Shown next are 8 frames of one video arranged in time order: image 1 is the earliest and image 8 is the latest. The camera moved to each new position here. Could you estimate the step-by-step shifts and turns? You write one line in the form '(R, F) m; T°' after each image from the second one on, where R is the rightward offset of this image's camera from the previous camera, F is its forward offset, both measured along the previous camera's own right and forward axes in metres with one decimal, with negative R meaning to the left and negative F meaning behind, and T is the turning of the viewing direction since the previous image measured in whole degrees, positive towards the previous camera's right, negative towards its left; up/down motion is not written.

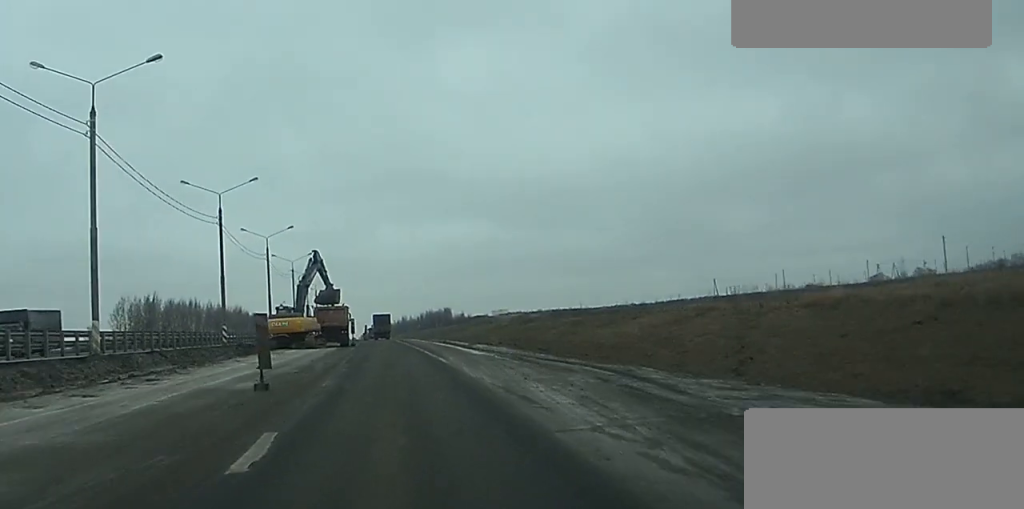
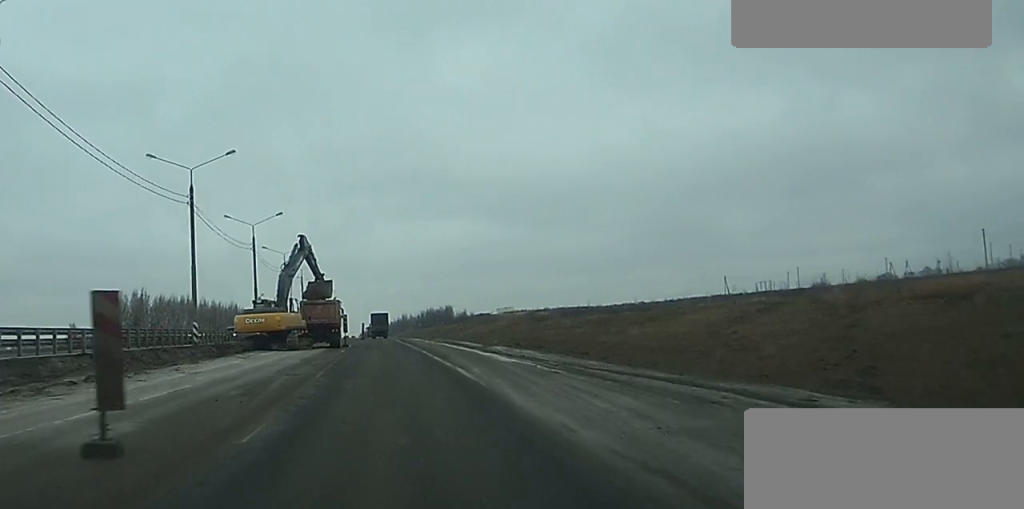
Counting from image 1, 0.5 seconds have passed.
(0.0, +12.4) m; 0°
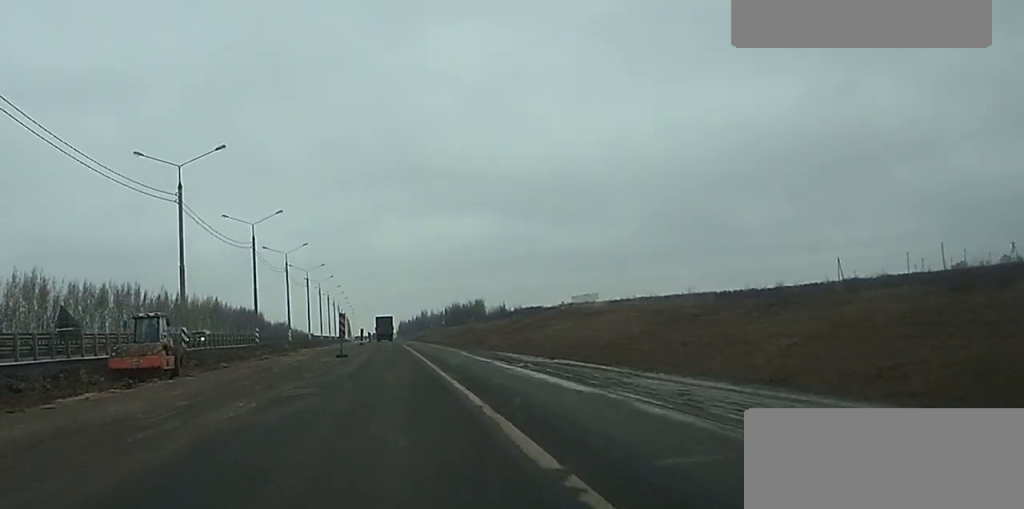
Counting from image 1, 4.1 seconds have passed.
(-0.7, +73.2) m; -1°
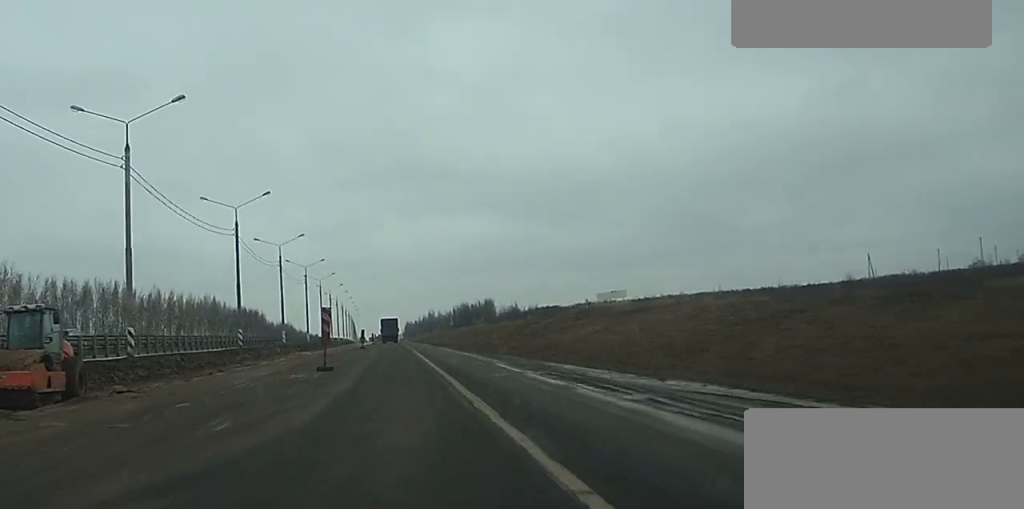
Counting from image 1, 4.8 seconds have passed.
(0.0, +13.1) m; 0°
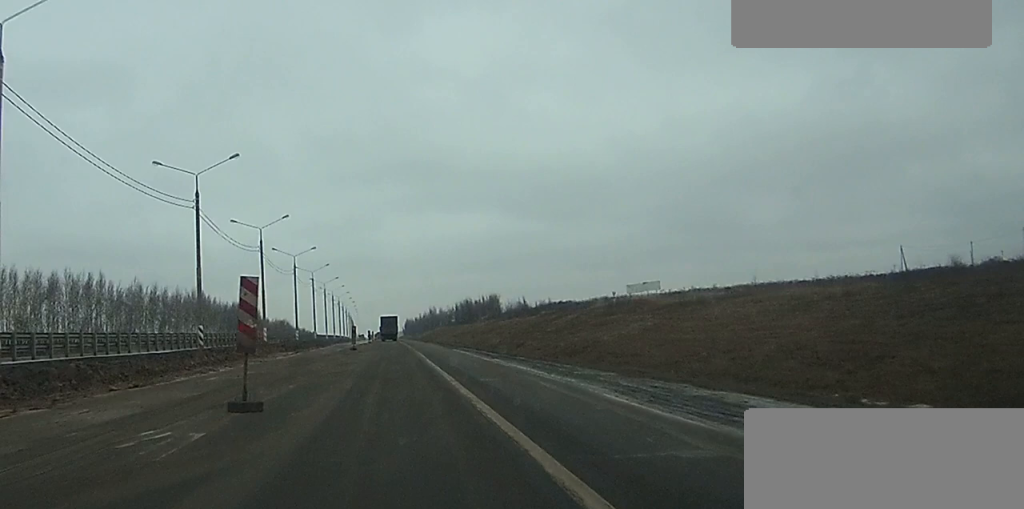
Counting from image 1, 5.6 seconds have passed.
(-0.1, +15.8) m; 0°
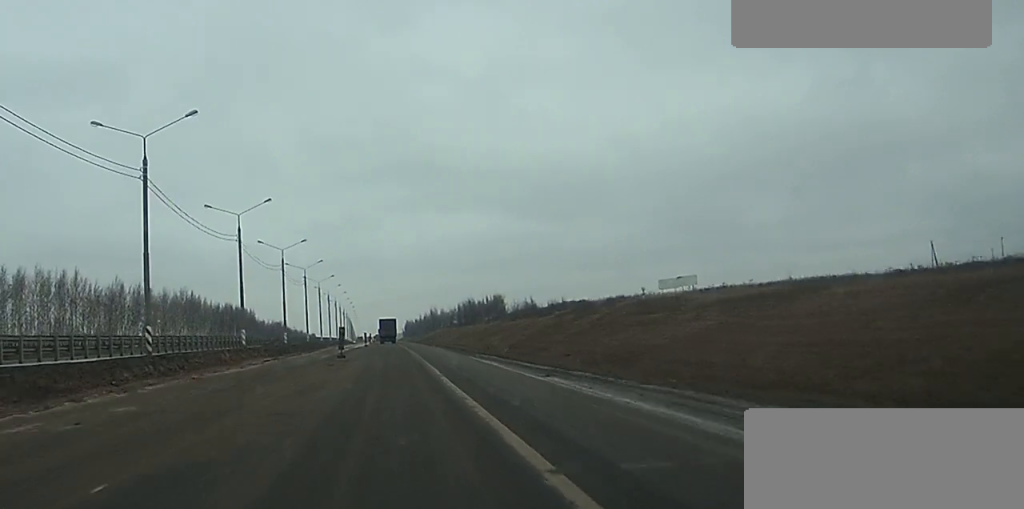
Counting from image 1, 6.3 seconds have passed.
(0.0, +13.3) m; 0°
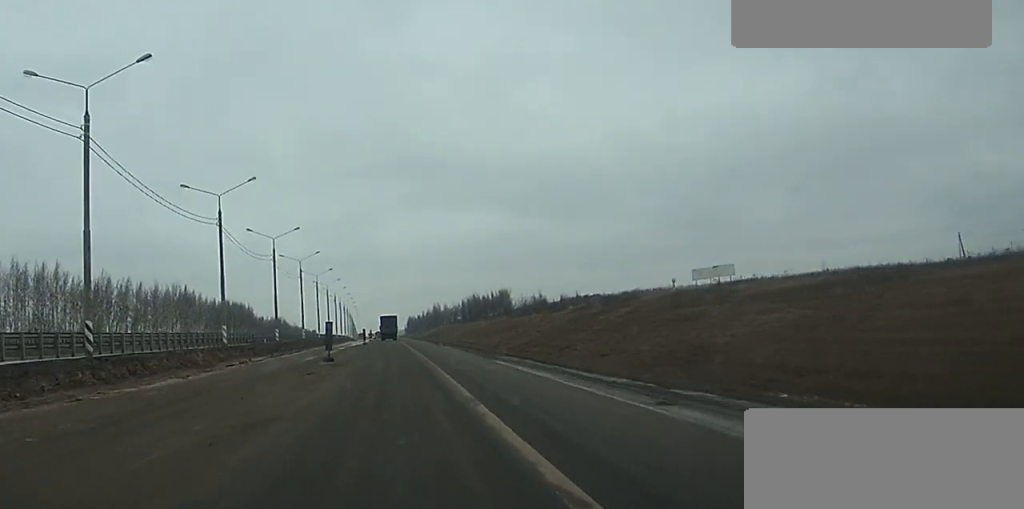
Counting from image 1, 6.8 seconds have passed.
(0.0, +10.0) m; 0°
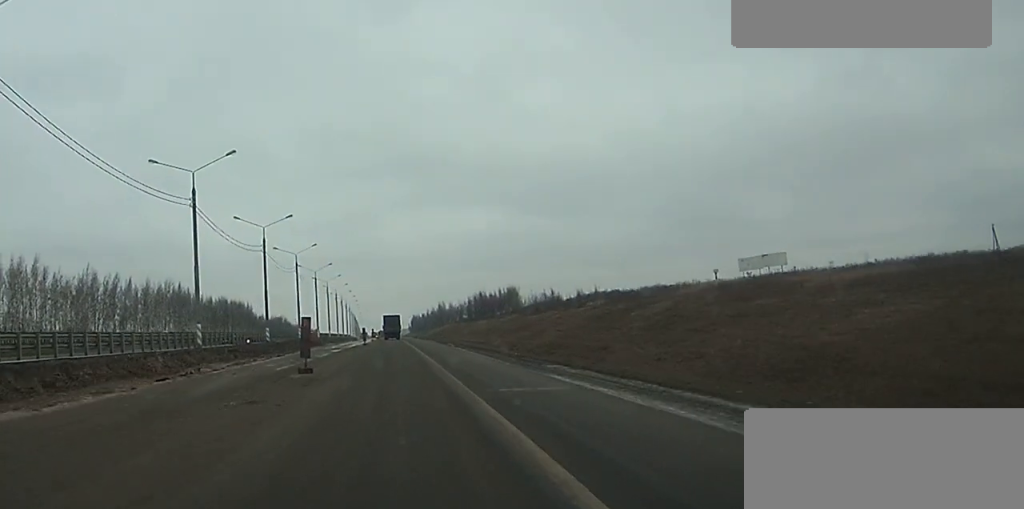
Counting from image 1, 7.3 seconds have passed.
(0.0, +10.7) m; 0°
